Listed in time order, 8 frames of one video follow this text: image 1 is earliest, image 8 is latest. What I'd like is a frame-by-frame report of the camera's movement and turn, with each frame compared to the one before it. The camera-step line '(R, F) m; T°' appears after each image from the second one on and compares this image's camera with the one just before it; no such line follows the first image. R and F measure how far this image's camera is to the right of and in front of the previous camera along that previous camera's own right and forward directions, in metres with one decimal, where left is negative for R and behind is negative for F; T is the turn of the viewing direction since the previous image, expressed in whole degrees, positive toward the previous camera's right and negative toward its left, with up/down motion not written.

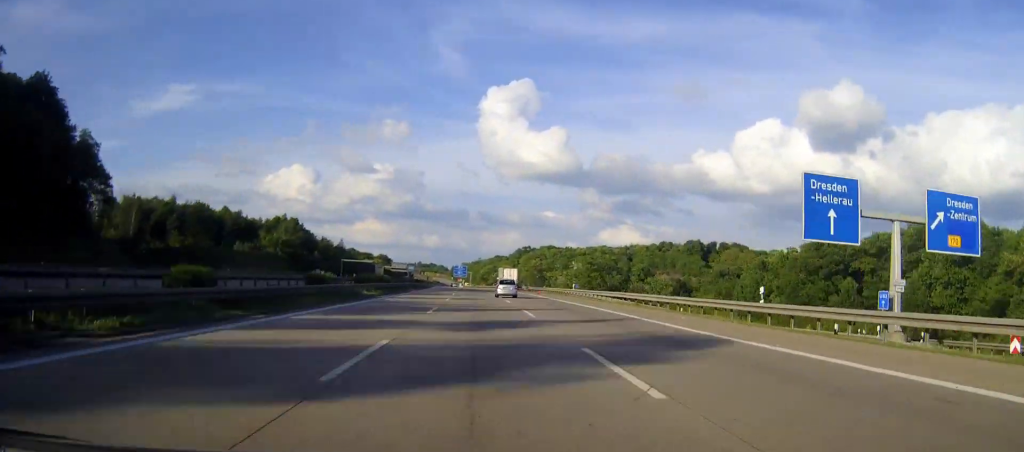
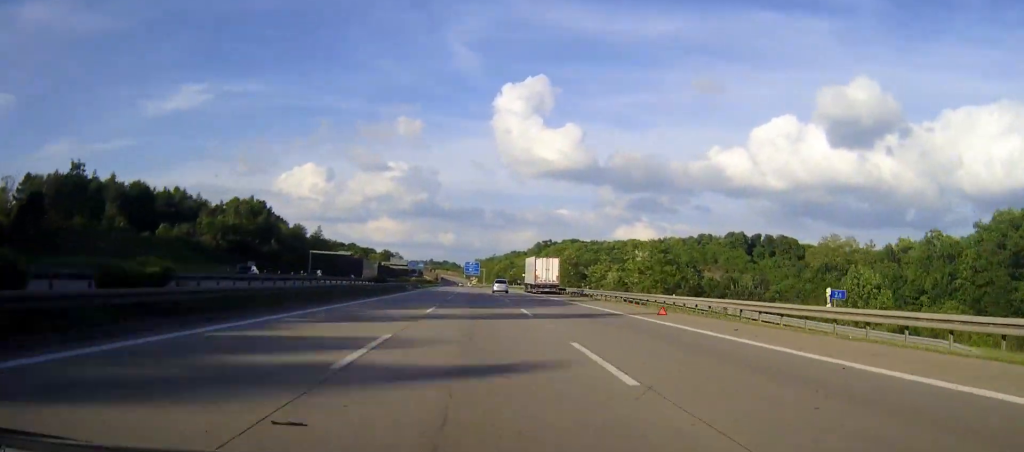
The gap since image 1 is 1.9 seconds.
(-0.3, +53.0) m; -1°
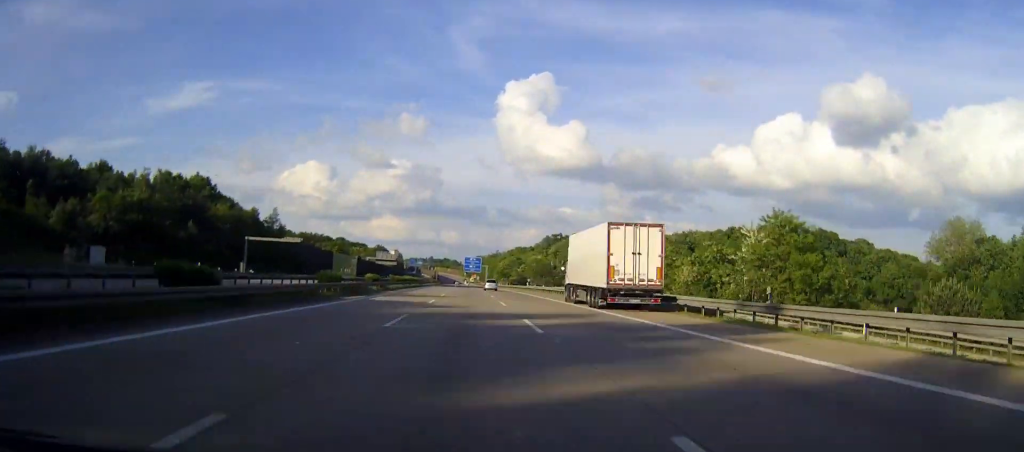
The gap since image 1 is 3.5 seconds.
(0.0, +44.5) m; 0°
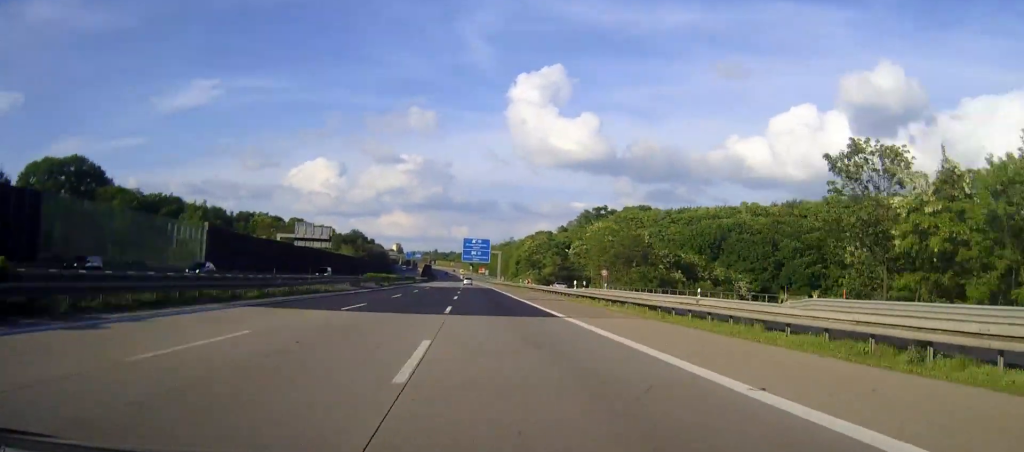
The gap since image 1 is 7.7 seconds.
(-1.2, +116.9) m; -1°
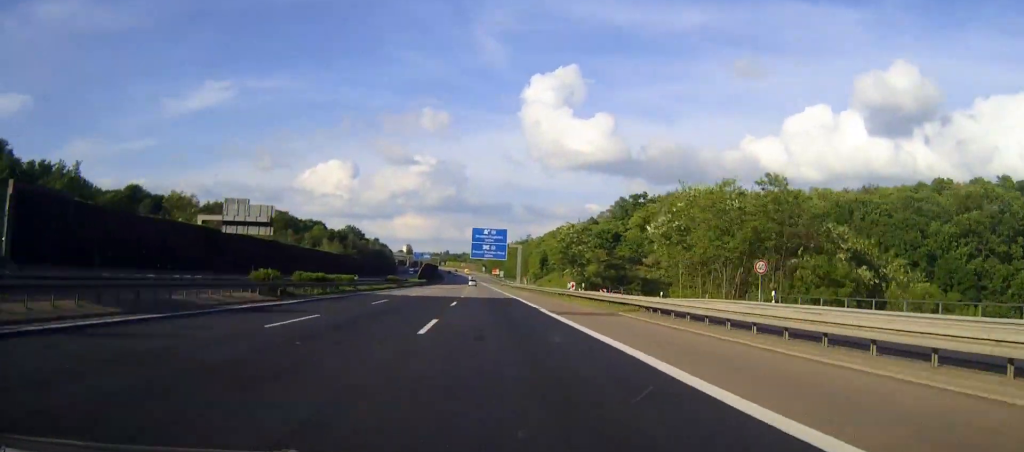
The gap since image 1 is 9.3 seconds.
(-0.2, +44.5) m; 0°
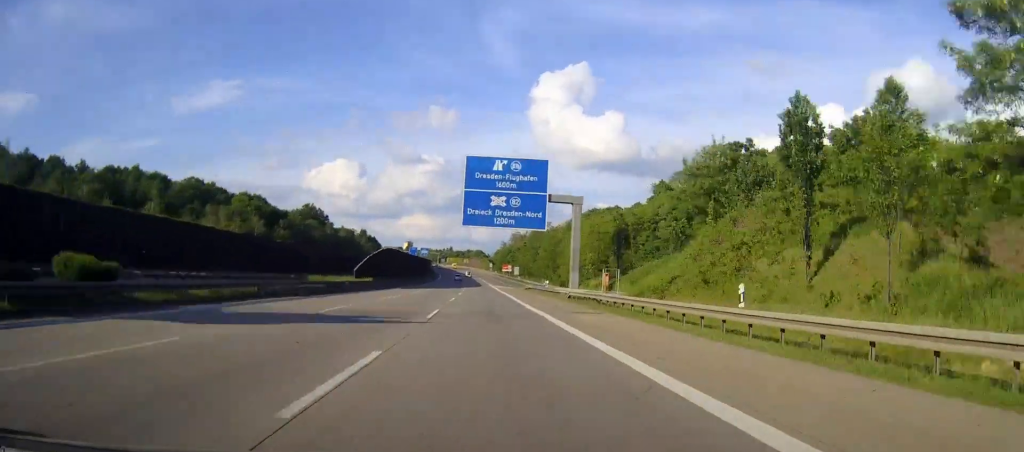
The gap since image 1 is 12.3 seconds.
(-0.5, +83.4) m; -1°
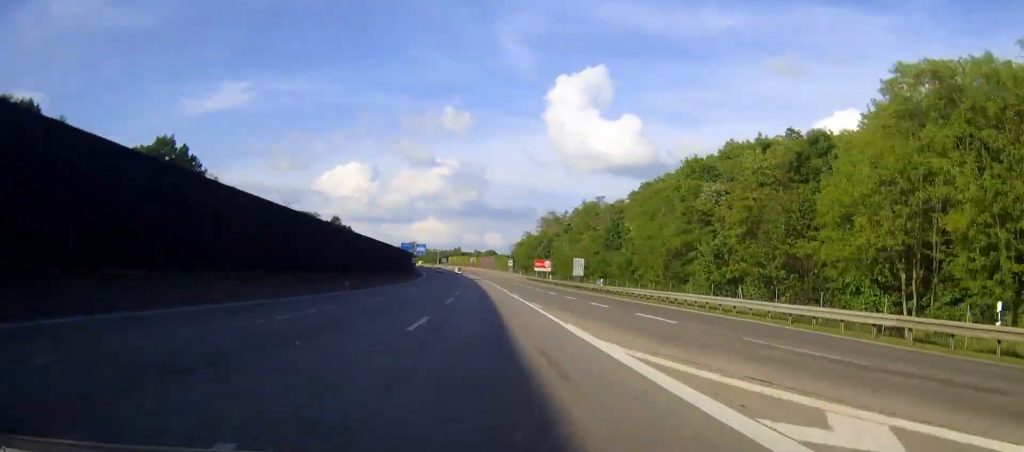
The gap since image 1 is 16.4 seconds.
(-1.1, +113.6) m; -2°
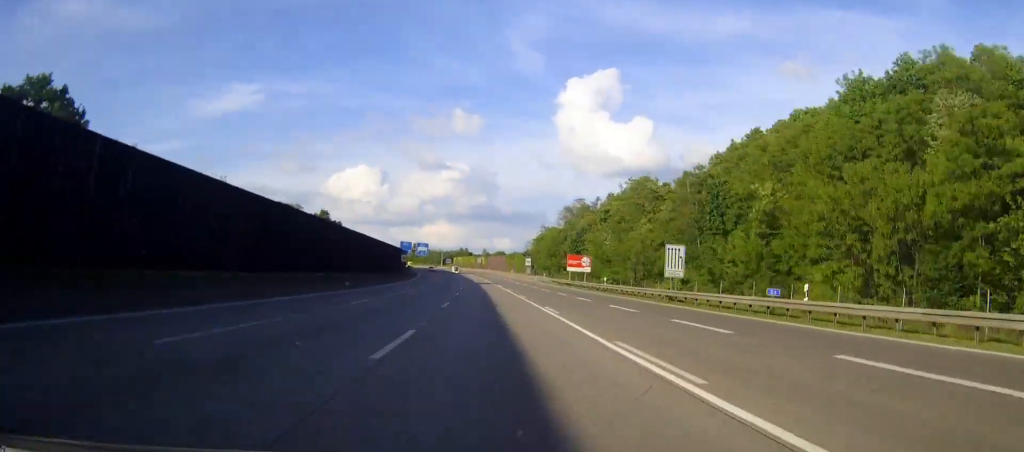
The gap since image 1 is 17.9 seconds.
(-0.3, +41.4) m; -1°
